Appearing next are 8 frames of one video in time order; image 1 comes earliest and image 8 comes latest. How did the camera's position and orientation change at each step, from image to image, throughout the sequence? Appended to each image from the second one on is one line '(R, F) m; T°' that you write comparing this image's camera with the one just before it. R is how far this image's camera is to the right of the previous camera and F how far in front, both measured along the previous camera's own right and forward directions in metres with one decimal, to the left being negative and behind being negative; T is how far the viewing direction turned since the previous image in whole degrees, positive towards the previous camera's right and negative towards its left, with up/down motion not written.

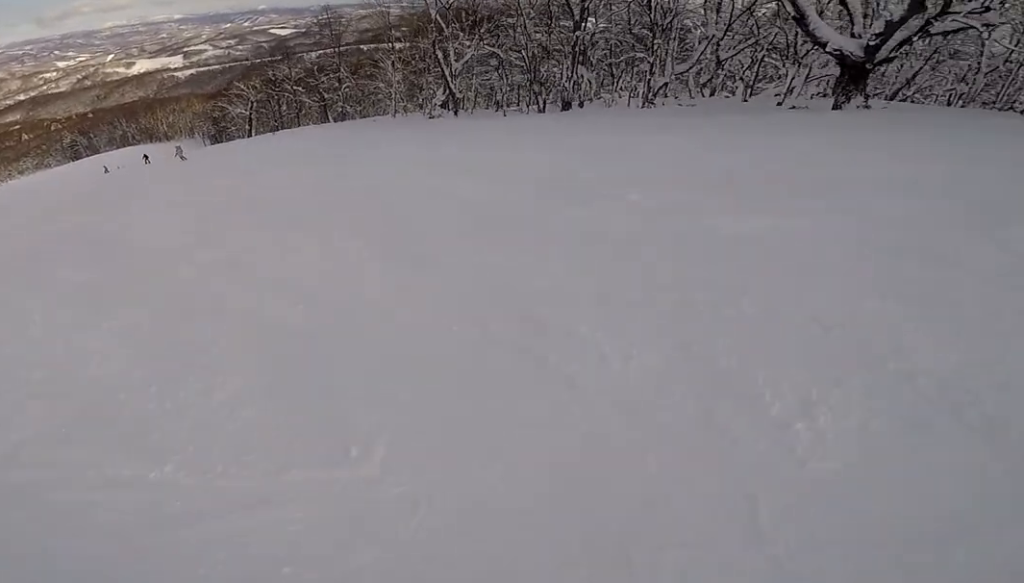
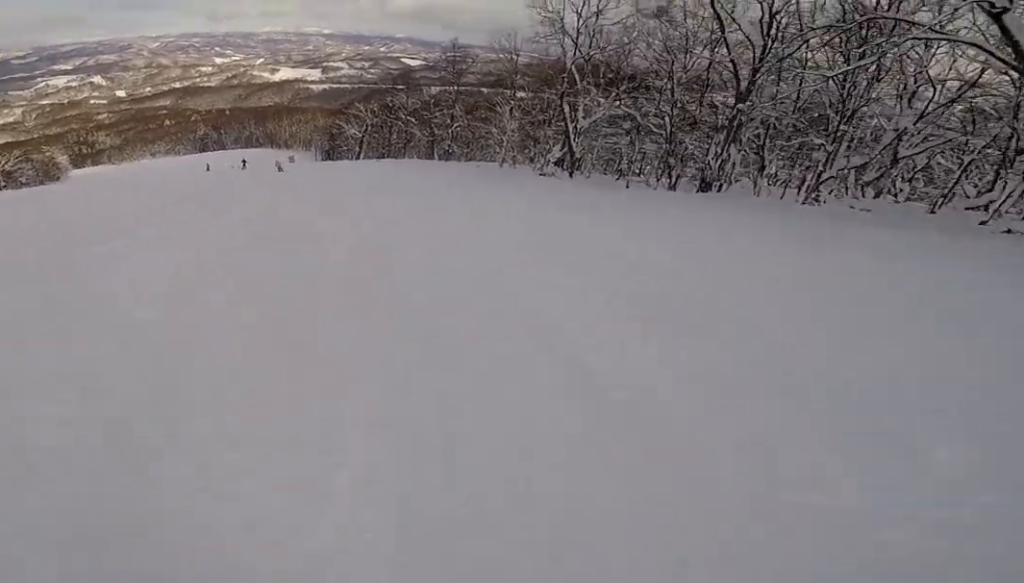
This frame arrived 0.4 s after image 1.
(-0.4, +3.3) m; -5°
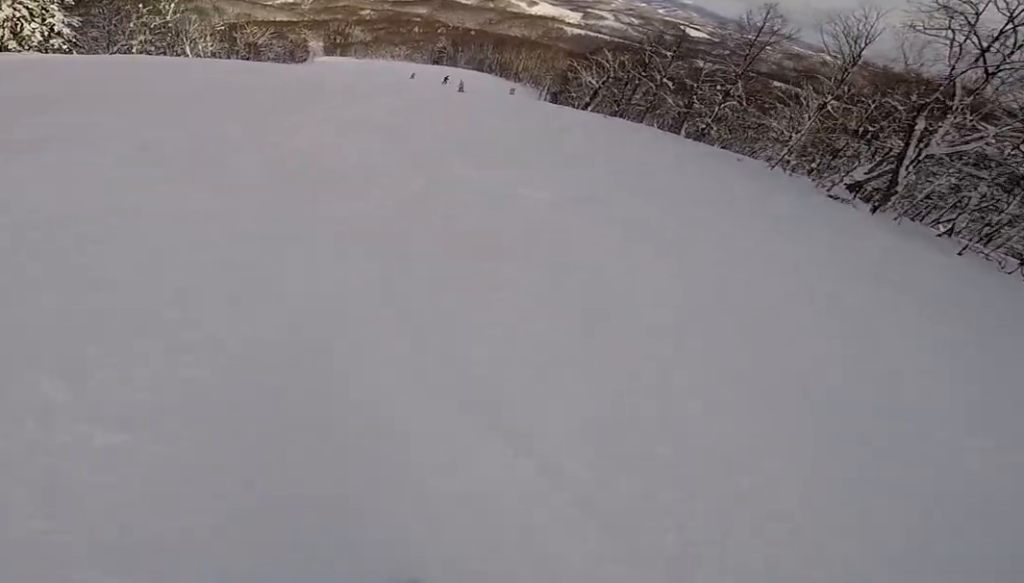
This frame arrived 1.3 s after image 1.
(-0.3, +6.3) m; -11°
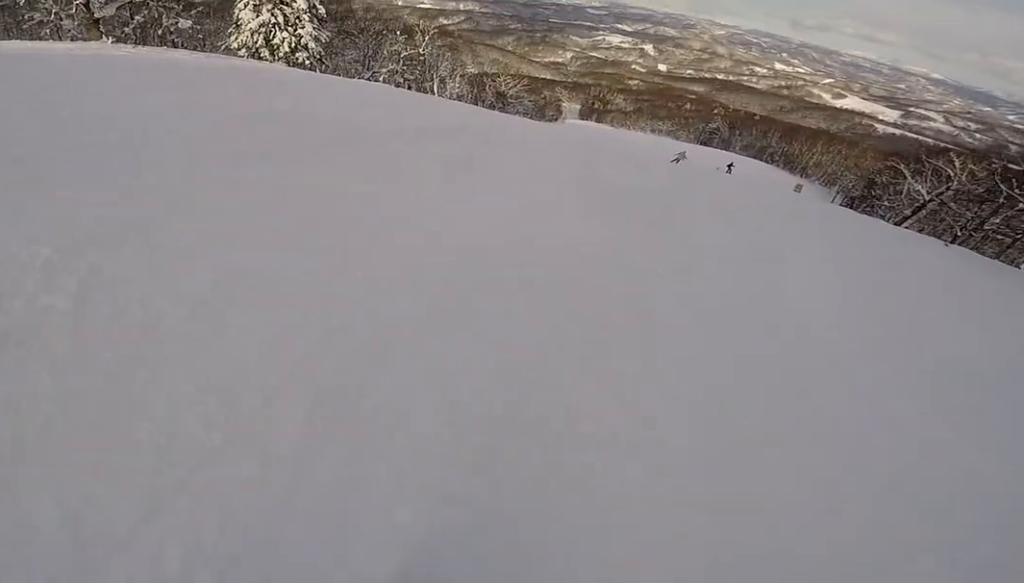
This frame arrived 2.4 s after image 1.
(-1.6, +8.6) m; -16°
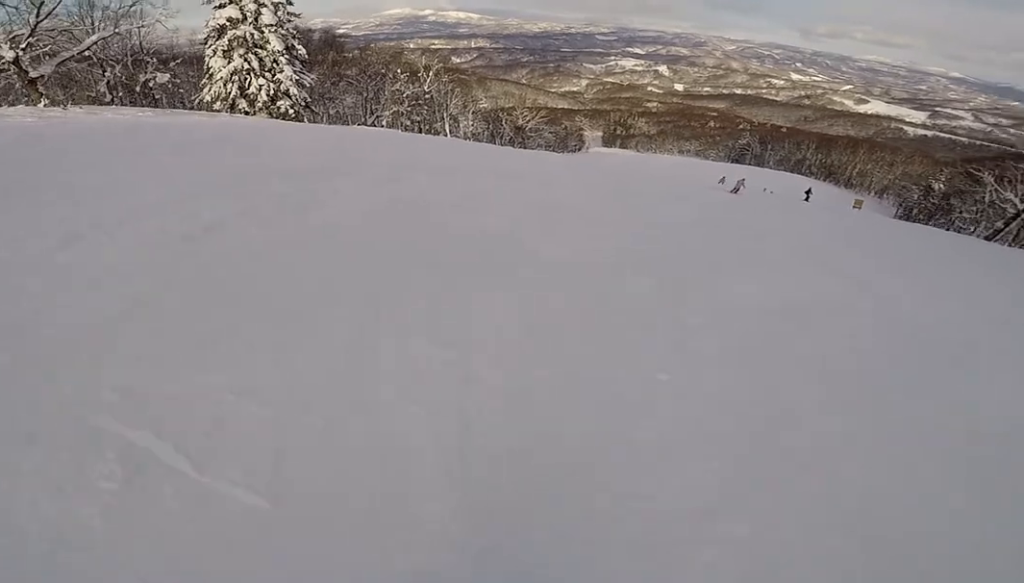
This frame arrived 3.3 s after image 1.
(-0.4, +7.3) m; +1°
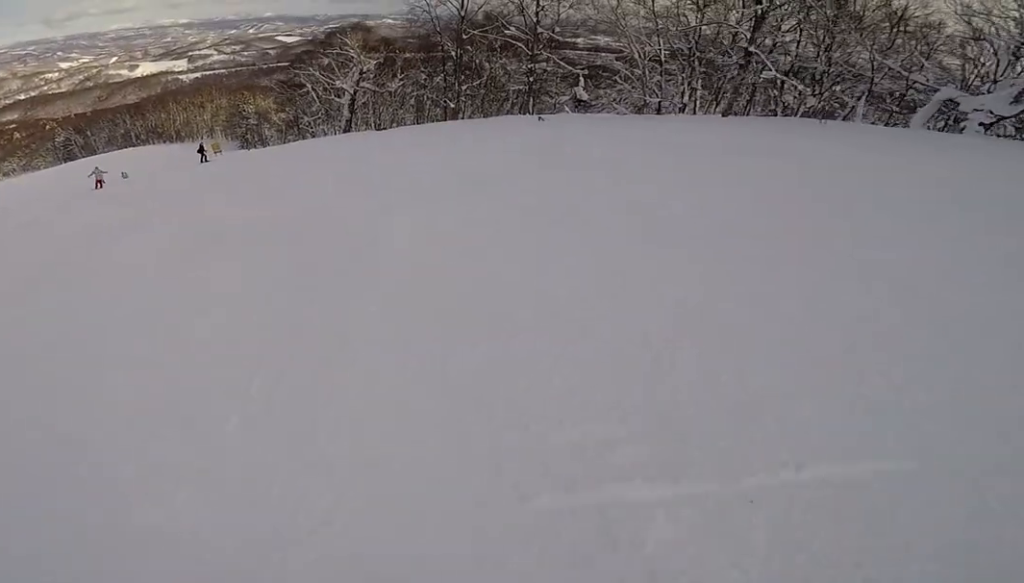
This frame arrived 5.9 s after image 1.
(+7.0, +16.1) m; +44°
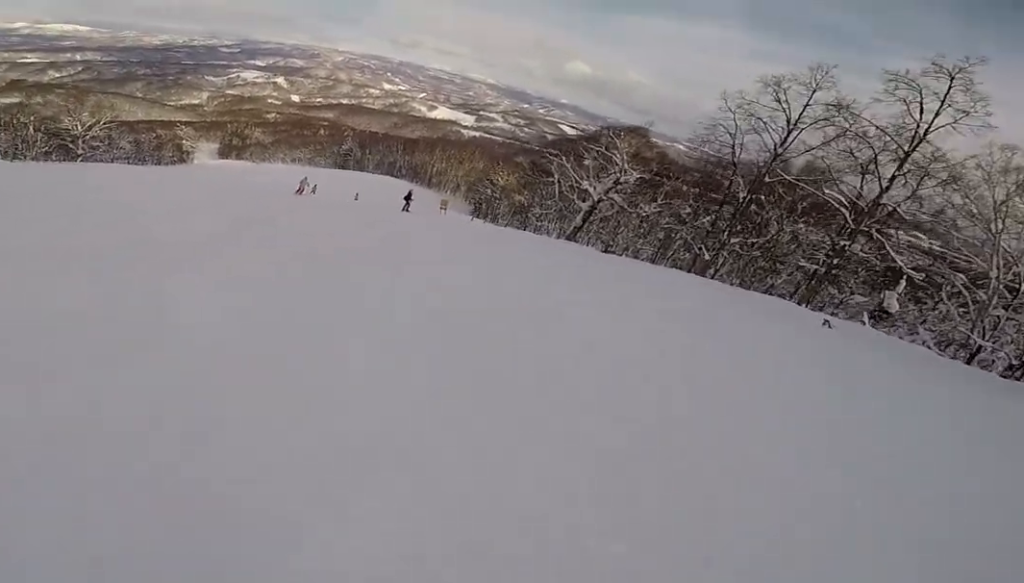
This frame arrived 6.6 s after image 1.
(+0.4, +5.0) m; -10°
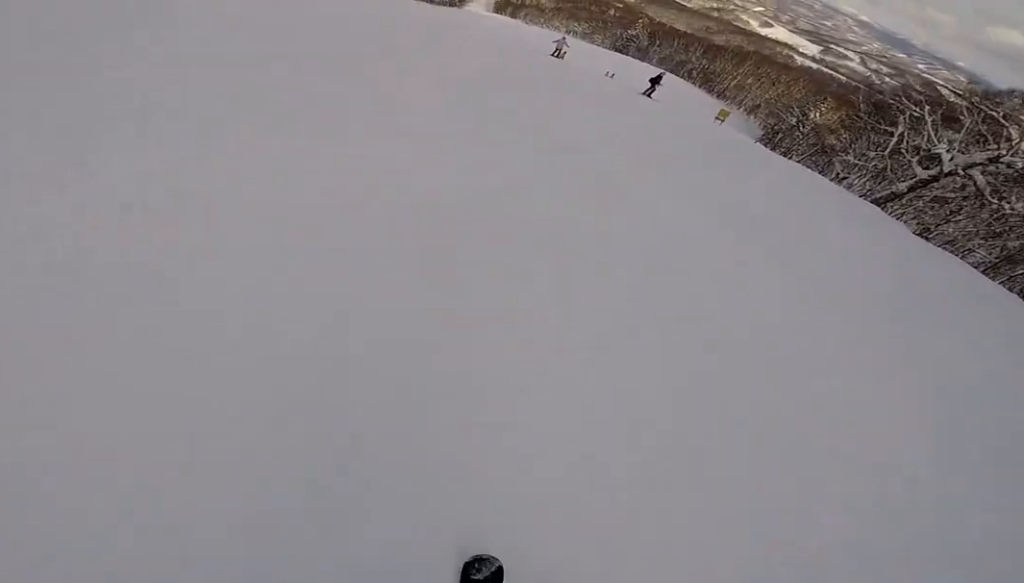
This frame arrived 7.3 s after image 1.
(-1.1, +3.8) m; -19°
